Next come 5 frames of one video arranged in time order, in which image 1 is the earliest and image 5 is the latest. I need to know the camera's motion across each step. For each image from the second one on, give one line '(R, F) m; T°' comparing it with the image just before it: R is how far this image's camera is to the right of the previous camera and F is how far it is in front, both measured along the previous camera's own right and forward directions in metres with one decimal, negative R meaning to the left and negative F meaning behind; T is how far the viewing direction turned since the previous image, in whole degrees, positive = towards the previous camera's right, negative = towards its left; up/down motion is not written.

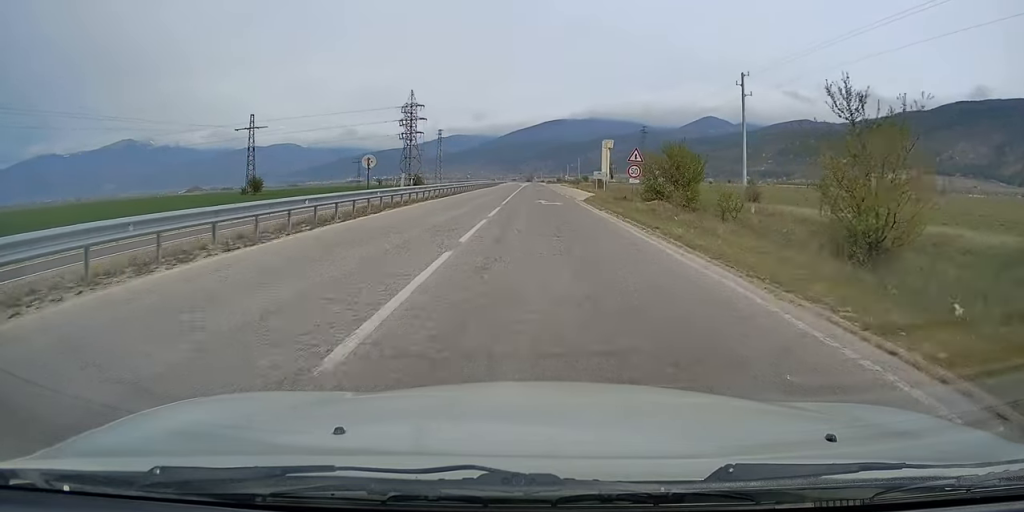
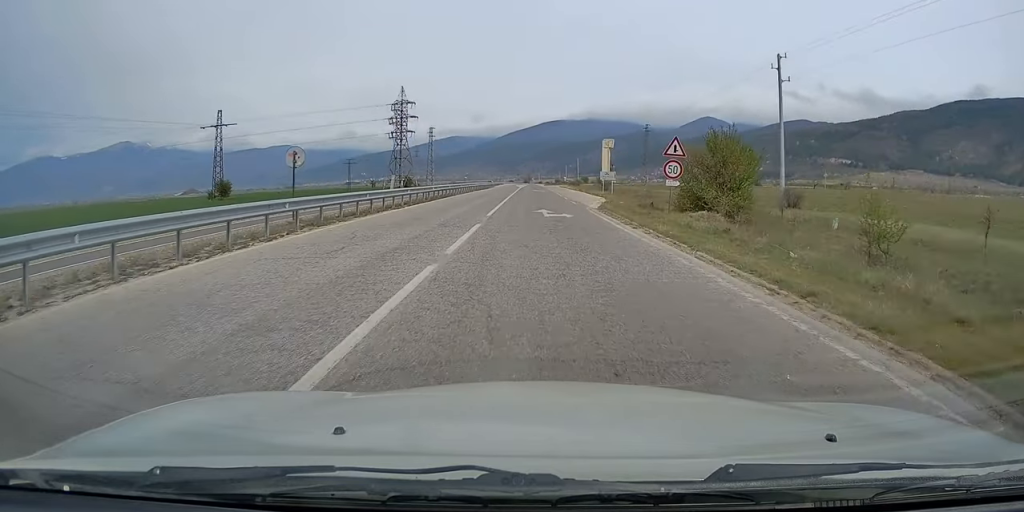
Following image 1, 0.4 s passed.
(0.0, +9.1) m; 0°
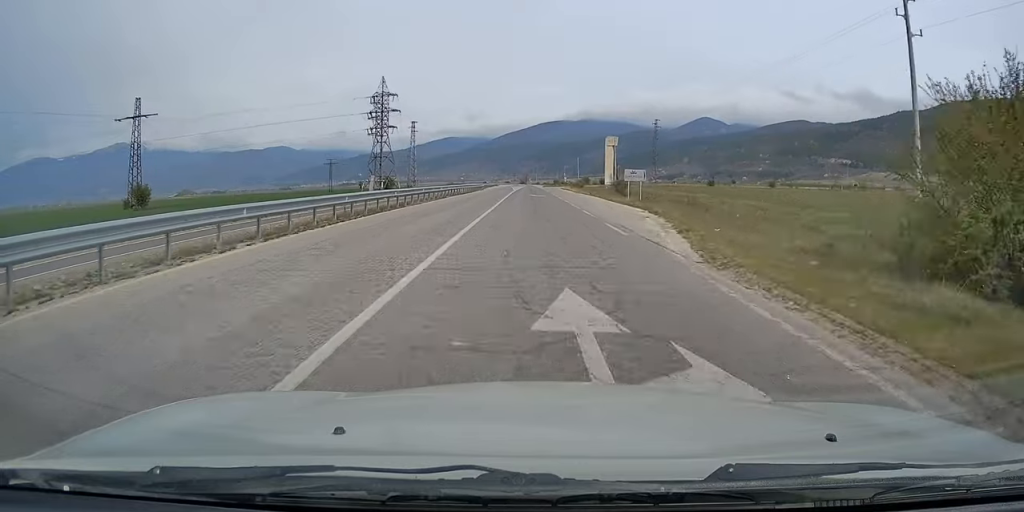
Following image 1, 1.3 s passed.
(+0.1, +18.0) m; 0°
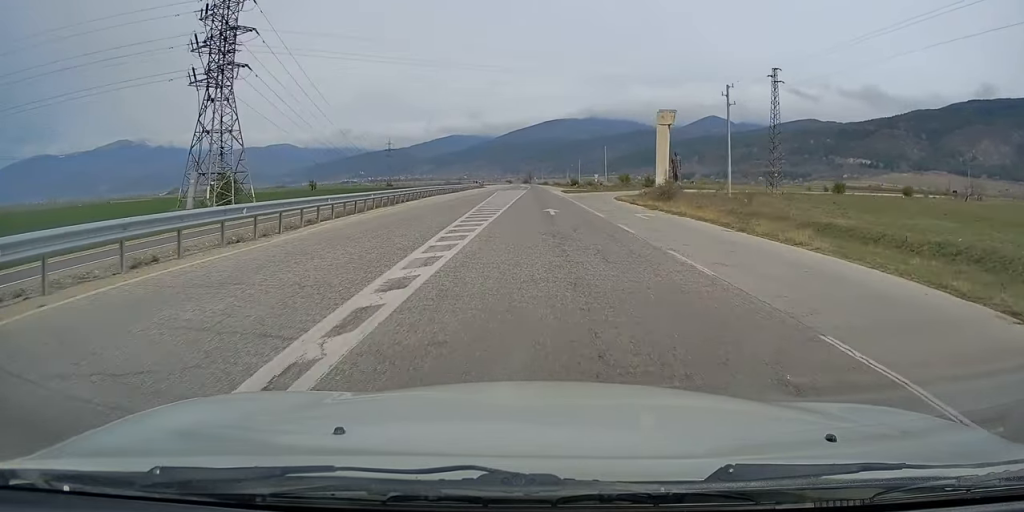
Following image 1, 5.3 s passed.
(-0.4, +78.6) m; 0°
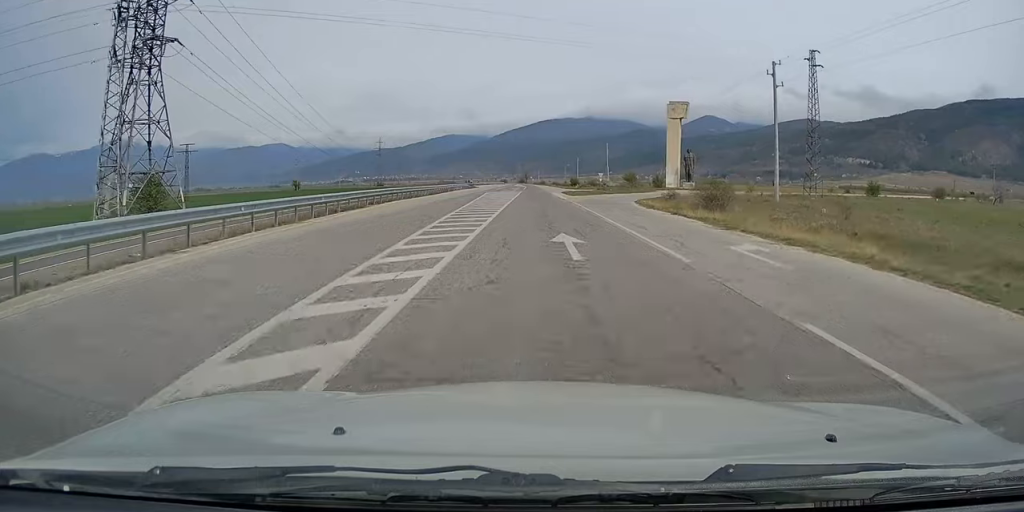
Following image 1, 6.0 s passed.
(+0.1, +13.7) m; 0°
